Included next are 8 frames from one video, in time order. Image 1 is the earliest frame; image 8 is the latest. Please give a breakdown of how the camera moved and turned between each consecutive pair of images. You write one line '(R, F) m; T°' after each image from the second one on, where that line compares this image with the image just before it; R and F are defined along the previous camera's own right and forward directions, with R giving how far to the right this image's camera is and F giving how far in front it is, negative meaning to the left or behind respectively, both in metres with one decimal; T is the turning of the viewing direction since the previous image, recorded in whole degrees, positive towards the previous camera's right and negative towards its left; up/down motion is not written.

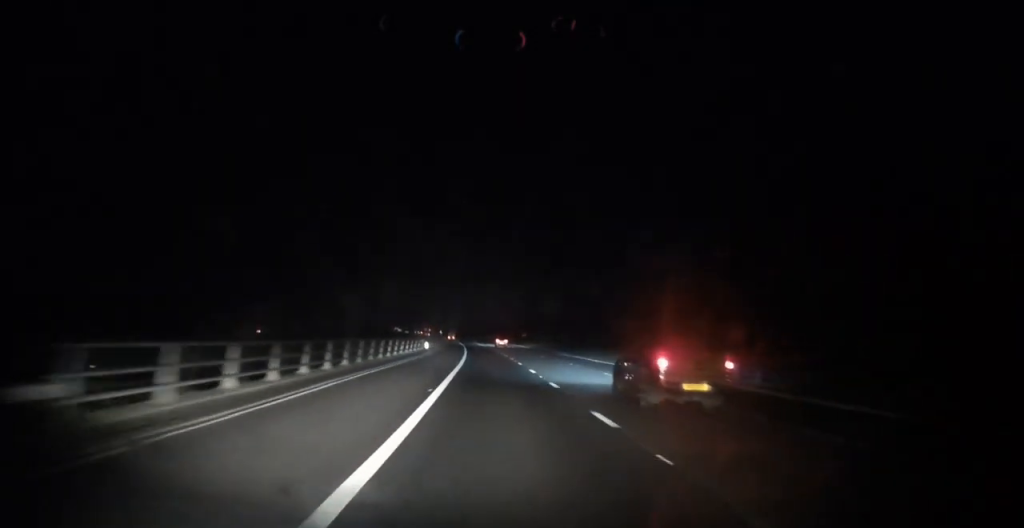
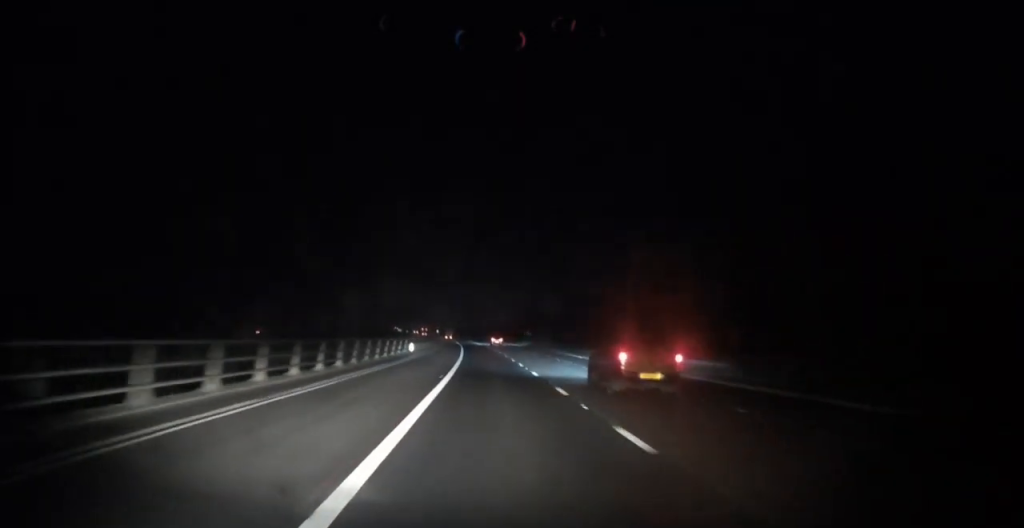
(0.0, +12.0) m; 0°
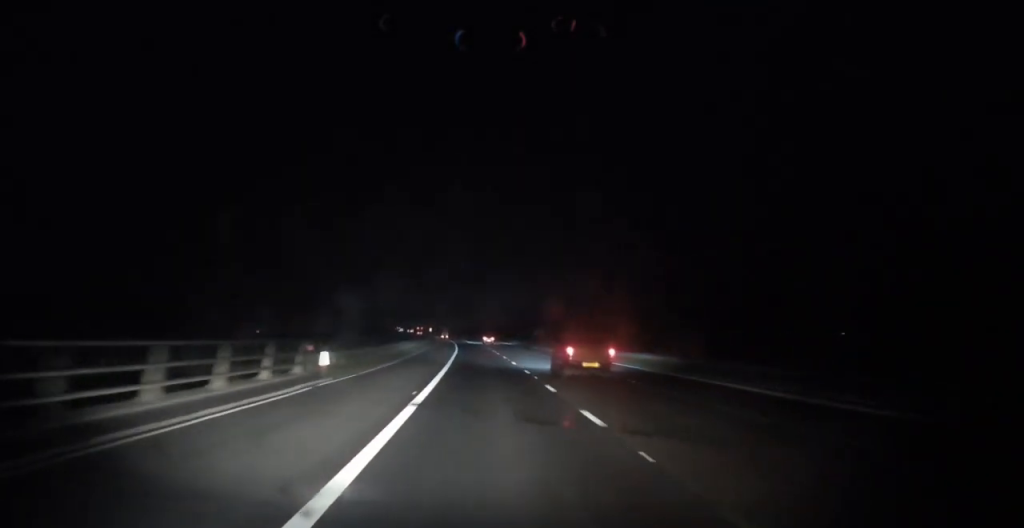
(-0.1, +24.9) m; 0°
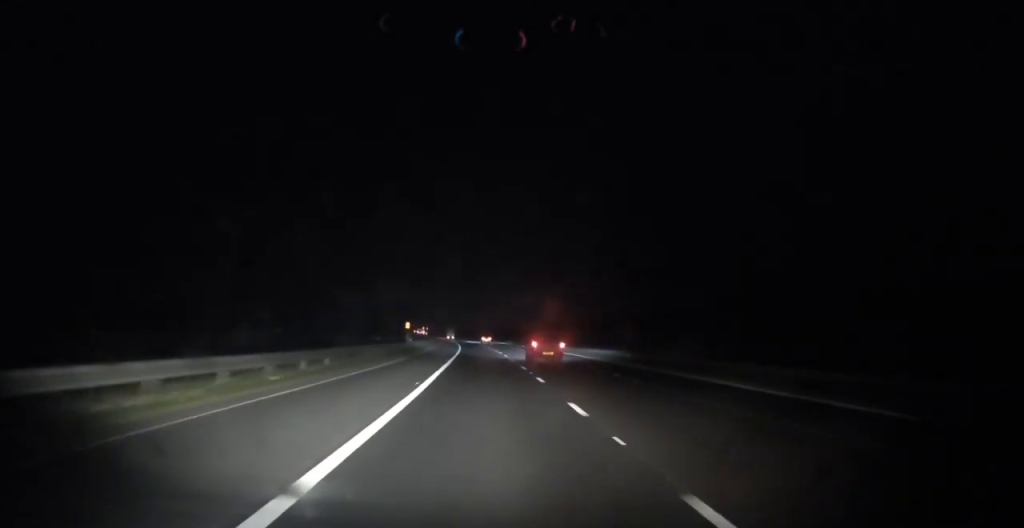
(-0.9, +52.2) m; -2°
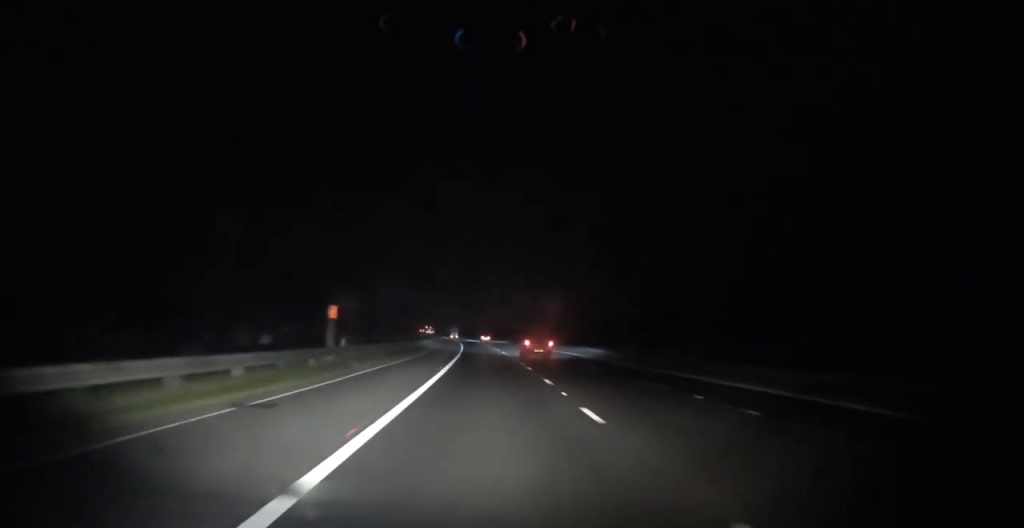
(-0.1, +28.0) m; -1°
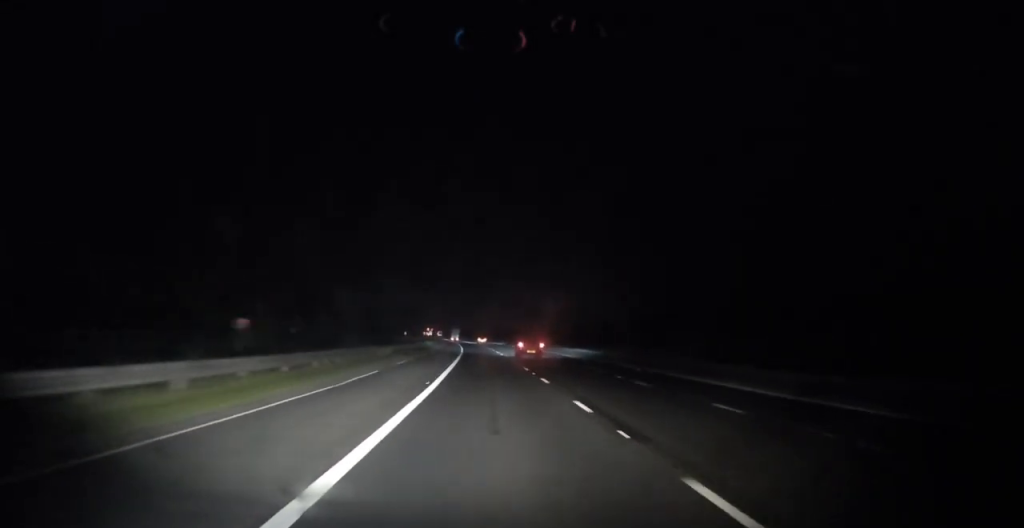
(-0.3, +25.6) m; -1°
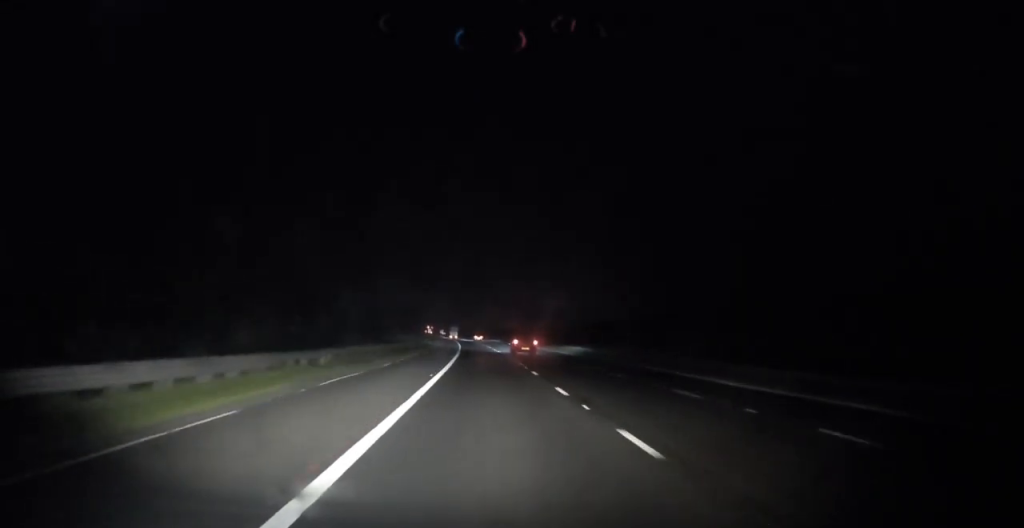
(0.0, +15.1) m; 0°
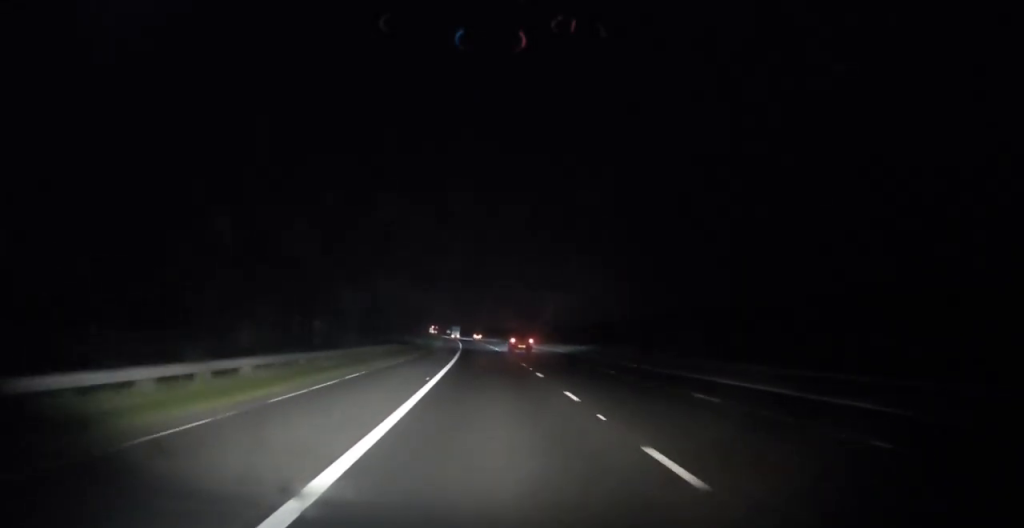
(-0.1, +20.4) m; -1°
